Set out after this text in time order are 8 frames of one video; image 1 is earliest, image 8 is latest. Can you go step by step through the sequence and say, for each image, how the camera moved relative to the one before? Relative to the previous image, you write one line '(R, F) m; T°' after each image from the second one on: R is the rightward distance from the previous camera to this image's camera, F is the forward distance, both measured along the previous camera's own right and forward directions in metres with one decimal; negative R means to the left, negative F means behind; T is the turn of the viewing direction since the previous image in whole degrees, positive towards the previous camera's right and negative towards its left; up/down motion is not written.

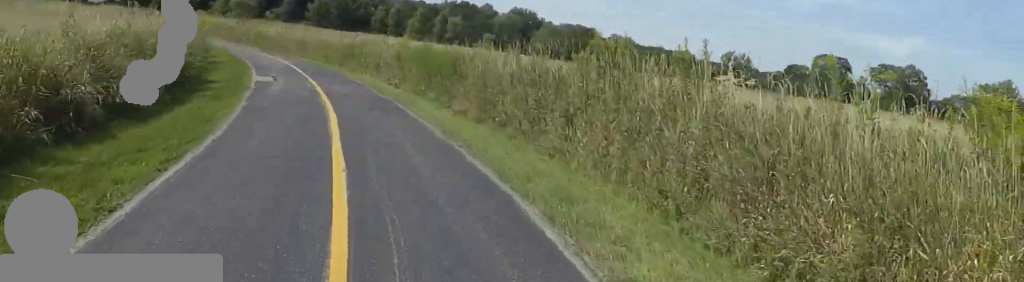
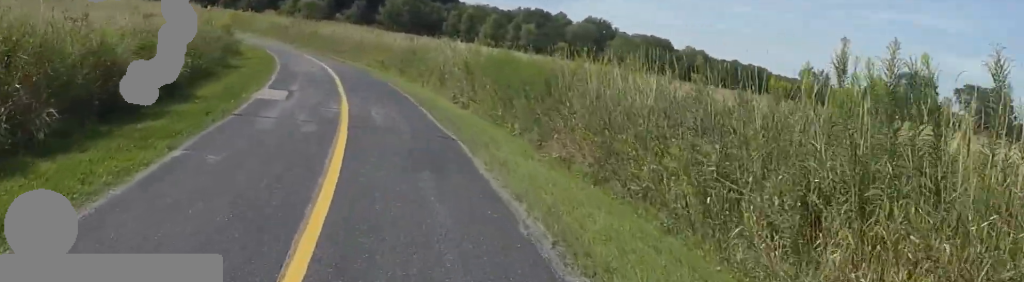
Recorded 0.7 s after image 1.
(-0.8, +4.3) m; -7°
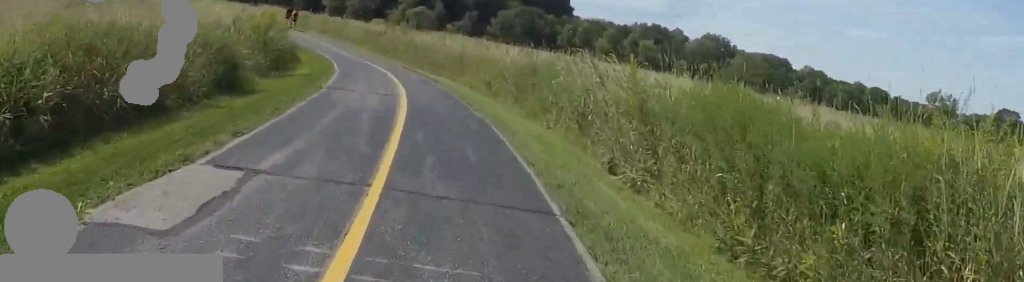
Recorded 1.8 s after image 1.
(-0.4, +6.6) m; -4°
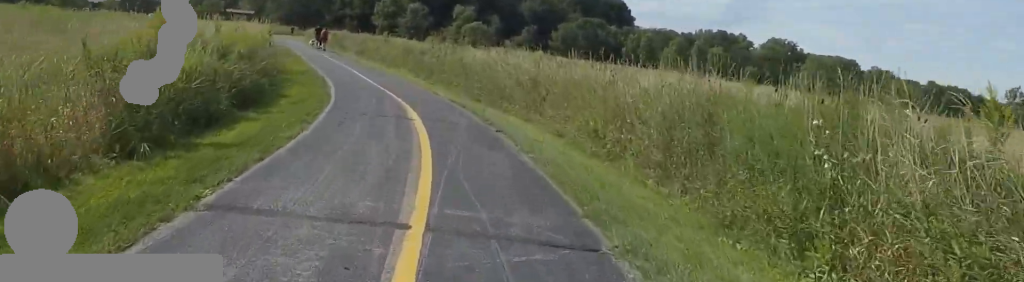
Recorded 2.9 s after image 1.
(-0.4, +7.6) m; -12°
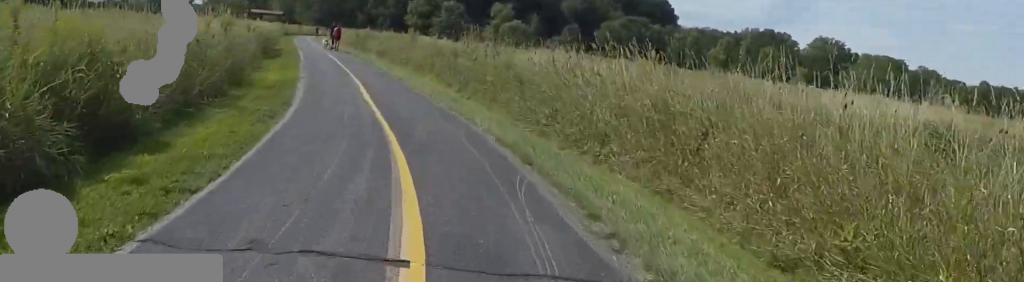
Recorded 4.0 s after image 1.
(-0.8, +7.0) m; -5°
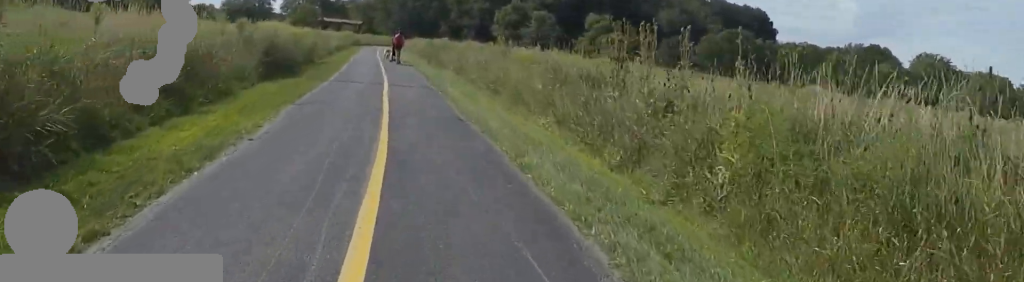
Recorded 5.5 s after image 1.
(+0.2, +10.0) m; -2°
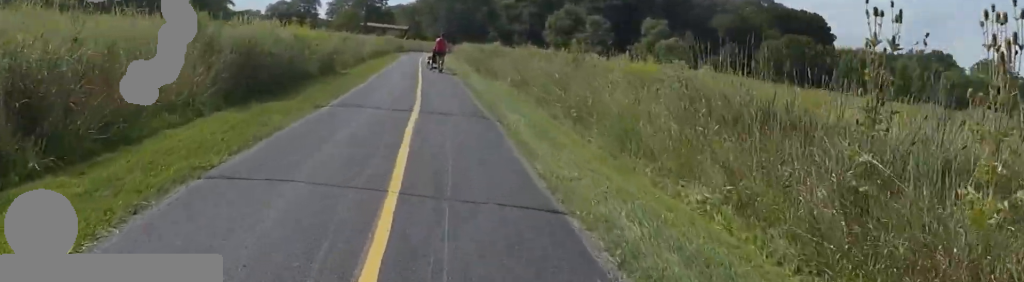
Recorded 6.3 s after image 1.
(-0.3, +5.4) m; -4°
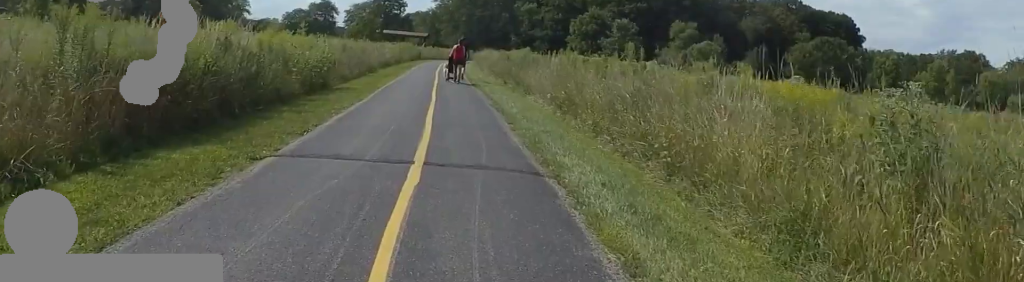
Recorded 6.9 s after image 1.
(+0.1, +4.1) m; -5°
